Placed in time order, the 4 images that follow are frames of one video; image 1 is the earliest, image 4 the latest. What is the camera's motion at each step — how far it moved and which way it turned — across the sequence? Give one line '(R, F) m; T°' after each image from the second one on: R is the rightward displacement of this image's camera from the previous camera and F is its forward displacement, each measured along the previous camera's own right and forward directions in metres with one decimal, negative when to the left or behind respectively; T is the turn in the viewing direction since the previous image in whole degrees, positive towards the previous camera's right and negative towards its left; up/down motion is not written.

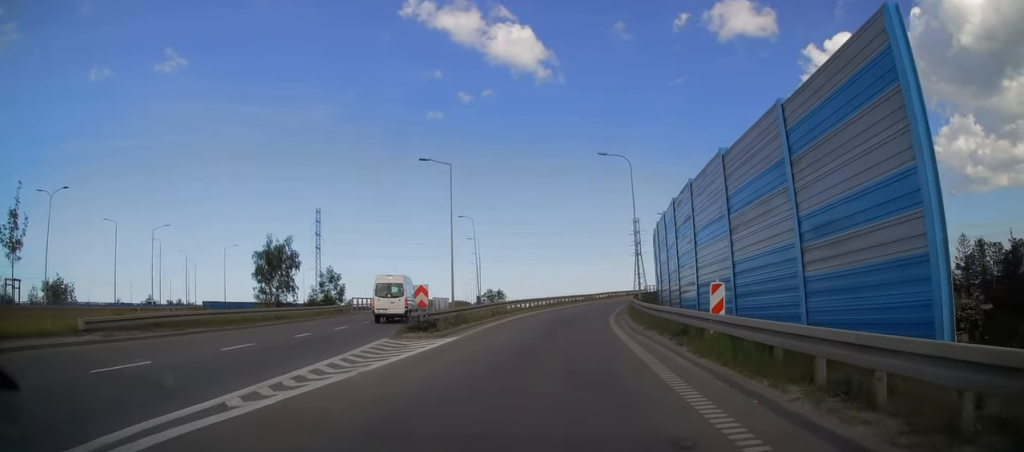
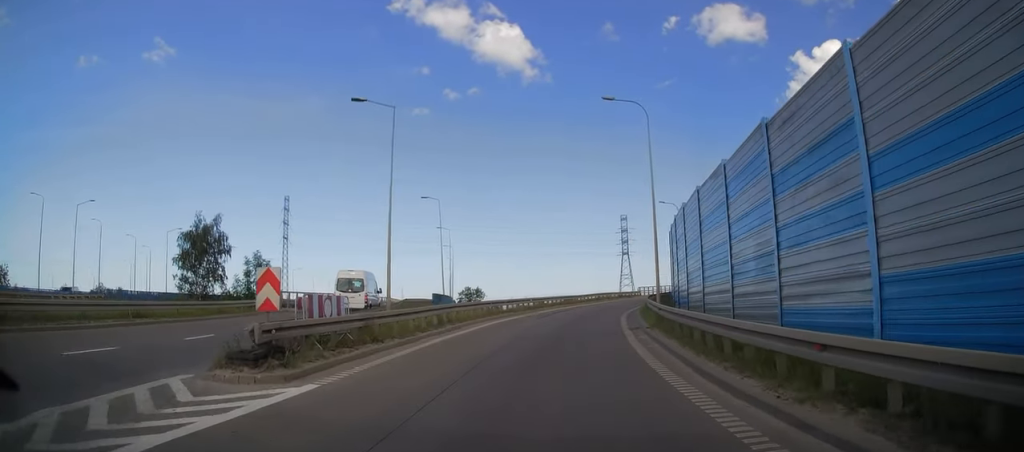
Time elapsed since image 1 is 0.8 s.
(-0.3, +11.0) m; +2°
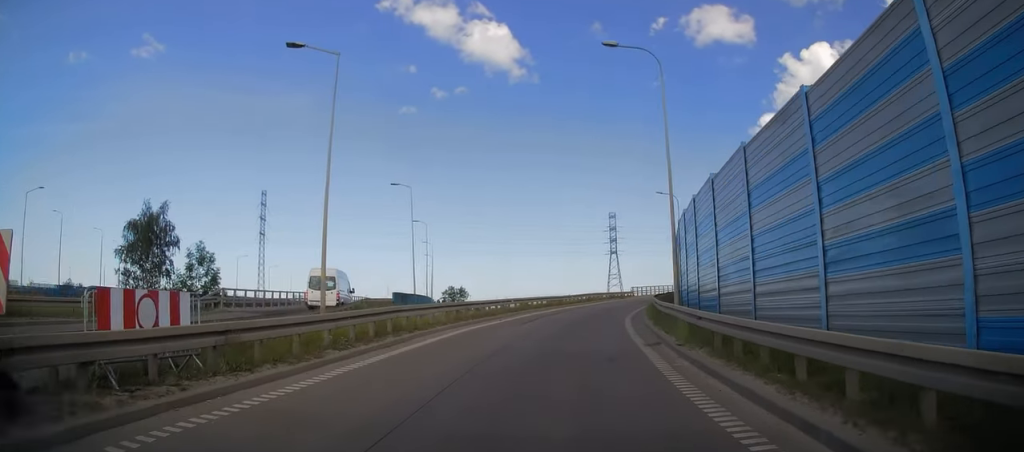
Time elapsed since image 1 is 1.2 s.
(0.0, +6.0) m; +2°
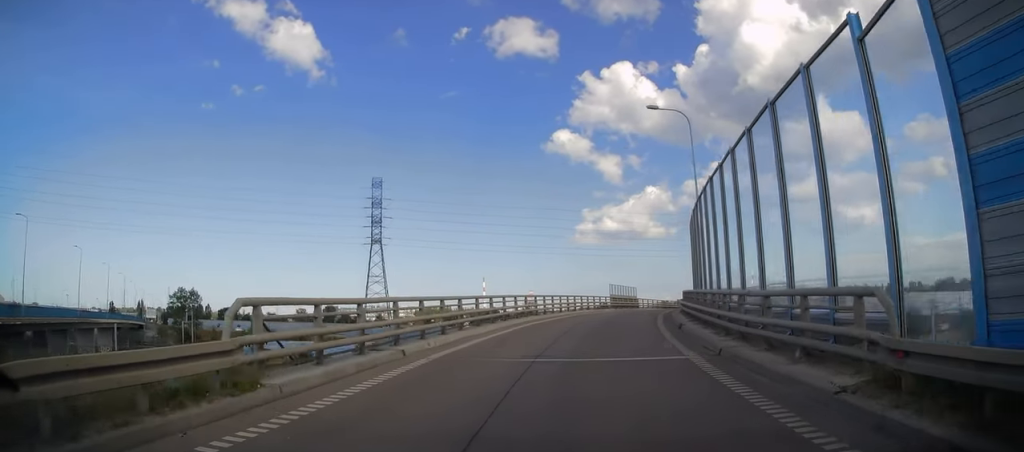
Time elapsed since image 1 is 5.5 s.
(+11.3, +59.7) m; +21°
